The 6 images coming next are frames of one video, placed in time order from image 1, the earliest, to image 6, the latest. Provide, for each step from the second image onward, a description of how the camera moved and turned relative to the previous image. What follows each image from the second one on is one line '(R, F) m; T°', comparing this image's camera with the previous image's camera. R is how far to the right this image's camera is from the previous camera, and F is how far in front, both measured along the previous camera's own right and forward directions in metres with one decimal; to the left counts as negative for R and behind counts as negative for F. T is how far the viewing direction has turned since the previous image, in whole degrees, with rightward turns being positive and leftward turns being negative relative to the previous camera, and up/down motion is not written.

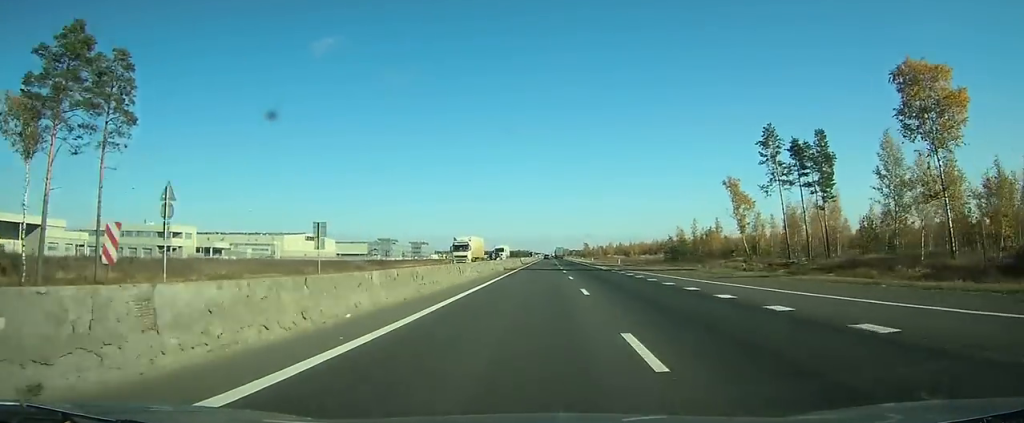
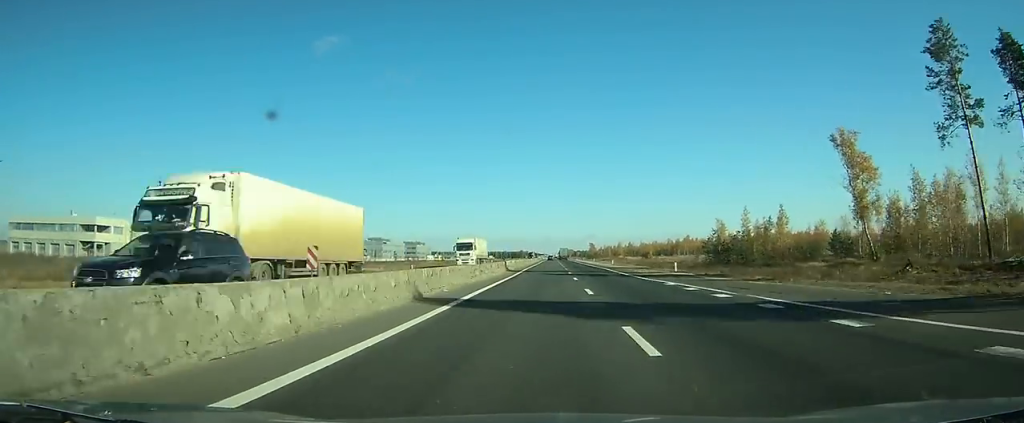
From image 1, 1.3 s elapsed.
(0.0, +36.5) m; 0°
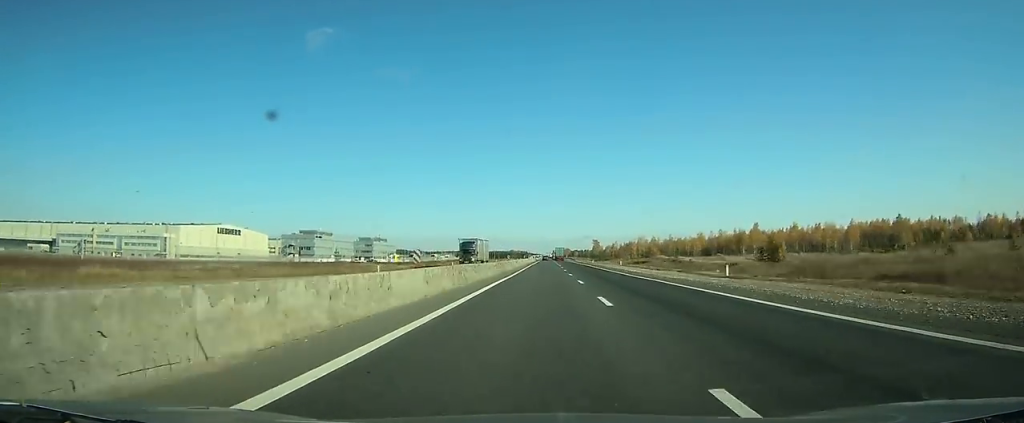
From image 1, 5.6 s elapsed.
(+0.5, +114.5) m; 0°
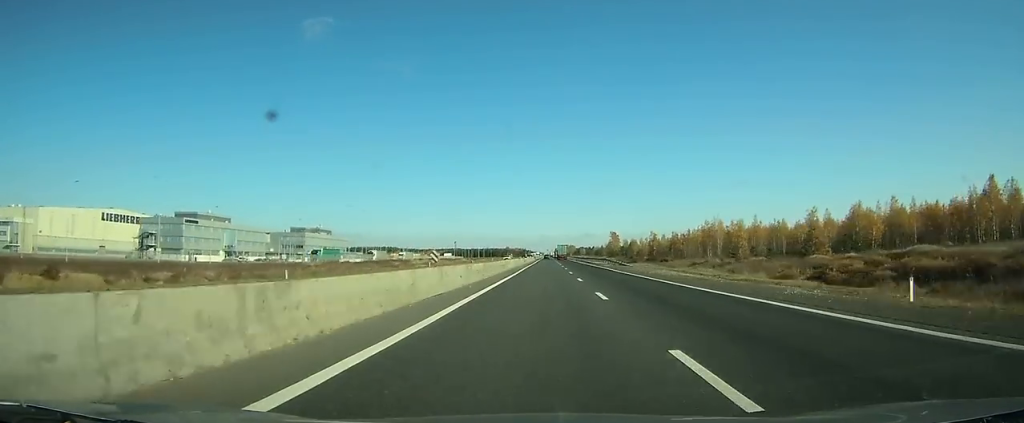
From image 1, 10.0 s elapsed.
(-0.1, +114.5) m; 0°
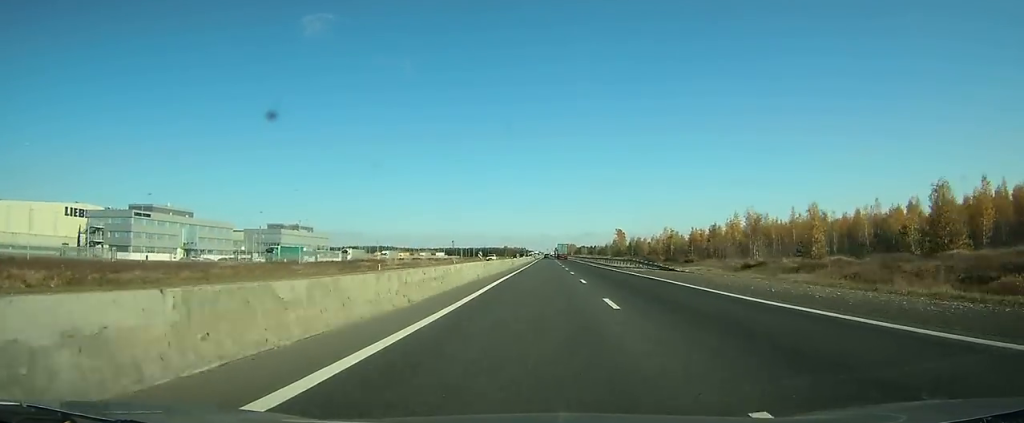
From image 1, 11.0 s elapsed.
(0.0, +28.3) m; 0°
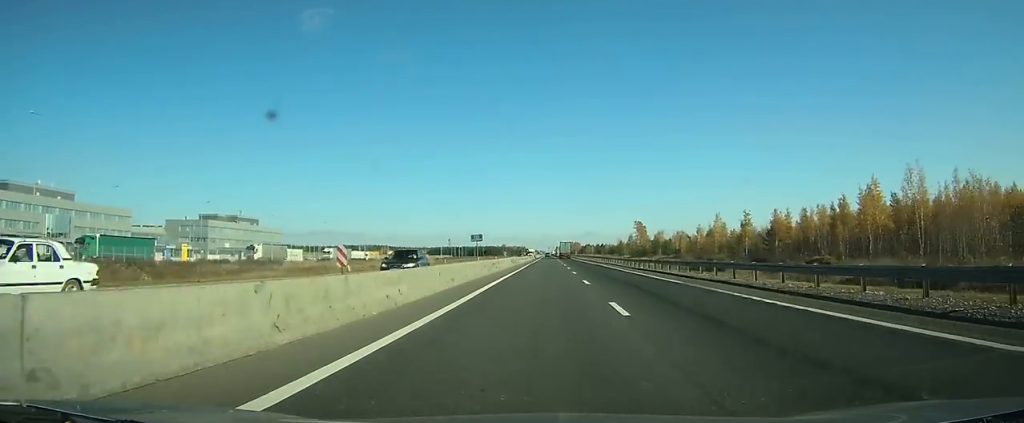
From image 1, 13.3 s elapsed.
(+0.2, +64.1) m; 0°
